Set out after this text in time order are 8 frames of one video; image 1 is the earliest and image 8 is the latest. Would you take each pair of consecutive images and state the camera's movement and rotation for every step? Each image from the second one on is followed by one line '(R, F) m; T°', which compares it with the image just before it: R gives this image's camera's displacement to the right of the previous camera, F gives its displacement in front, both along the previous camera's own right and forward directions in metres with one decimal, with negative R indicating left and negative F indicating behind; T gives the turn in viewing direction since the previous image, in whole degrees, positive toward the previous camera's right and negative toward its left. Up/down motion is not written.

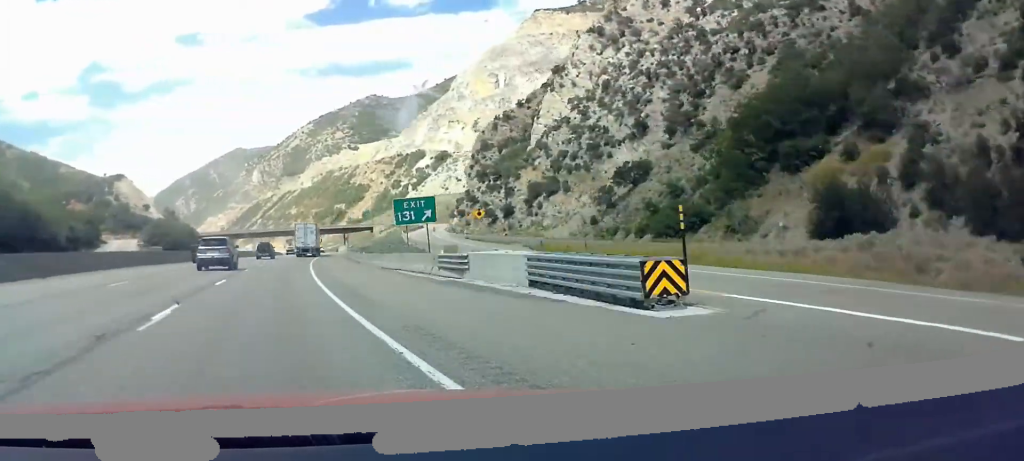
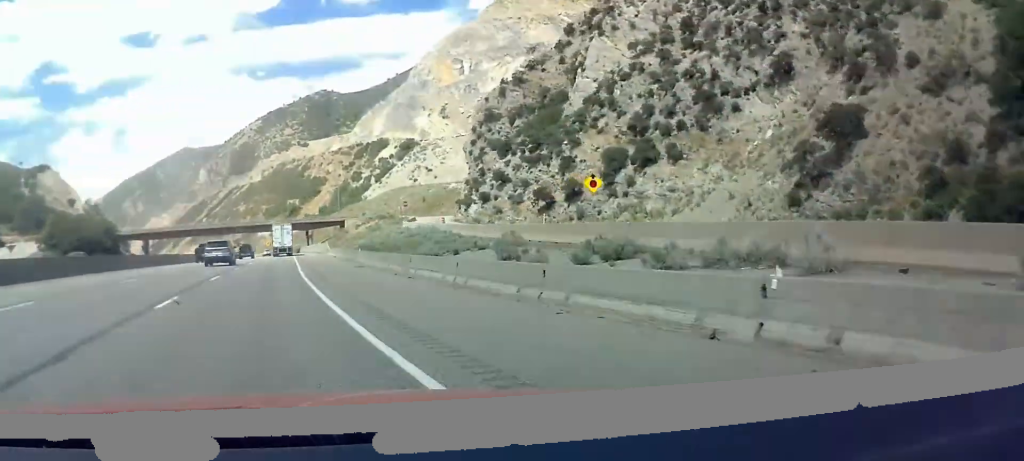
(+0.8, +45.9) m; +2°
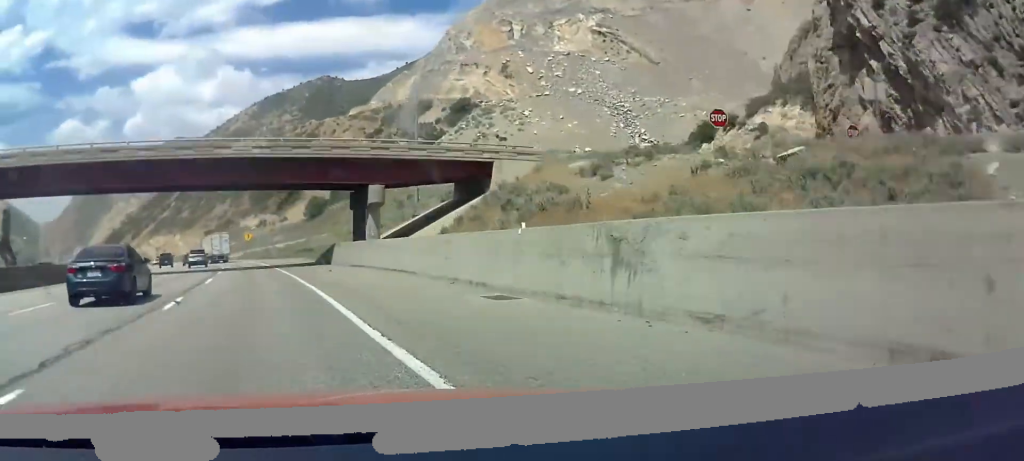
(+2.8, +109.7) m; -2°
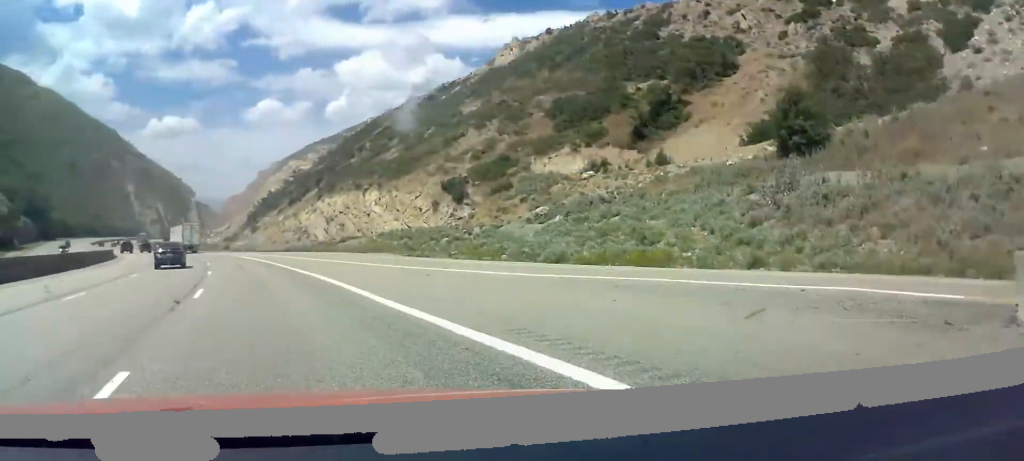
(-18.5, +147.5) m; -15°
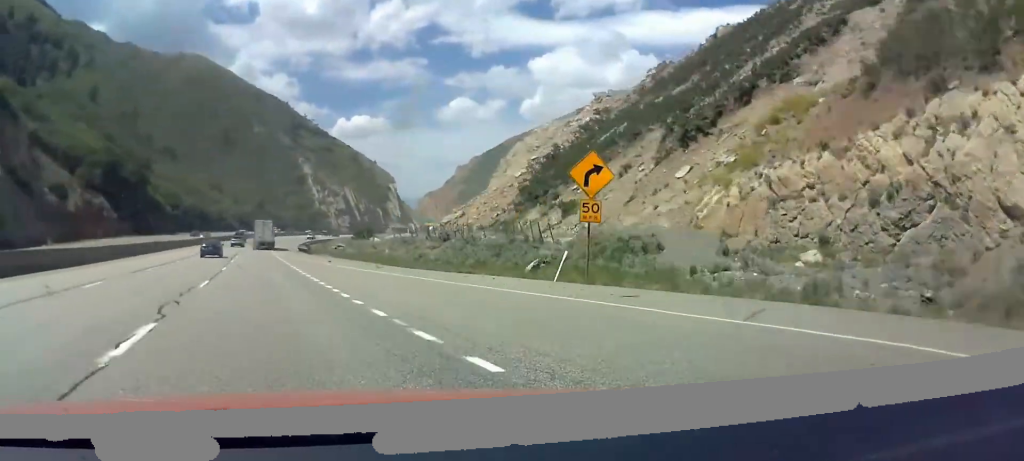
(-15.2, +121.6) m; -9°
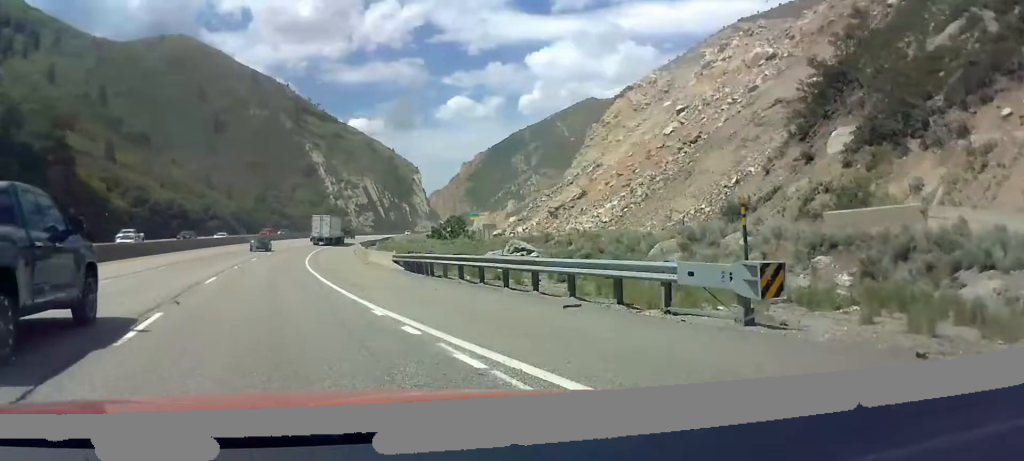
(-3.0, +73.4) m; +1°
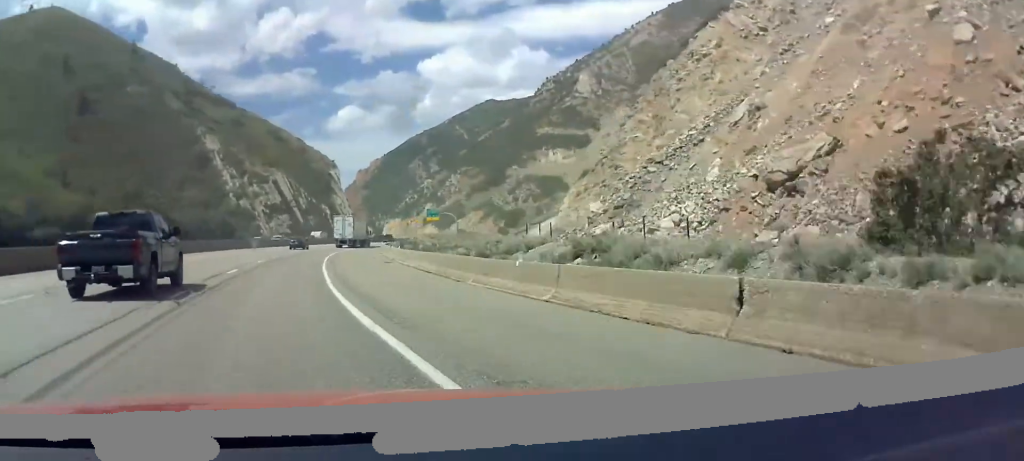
(+1.8, +79.3) m; +7°
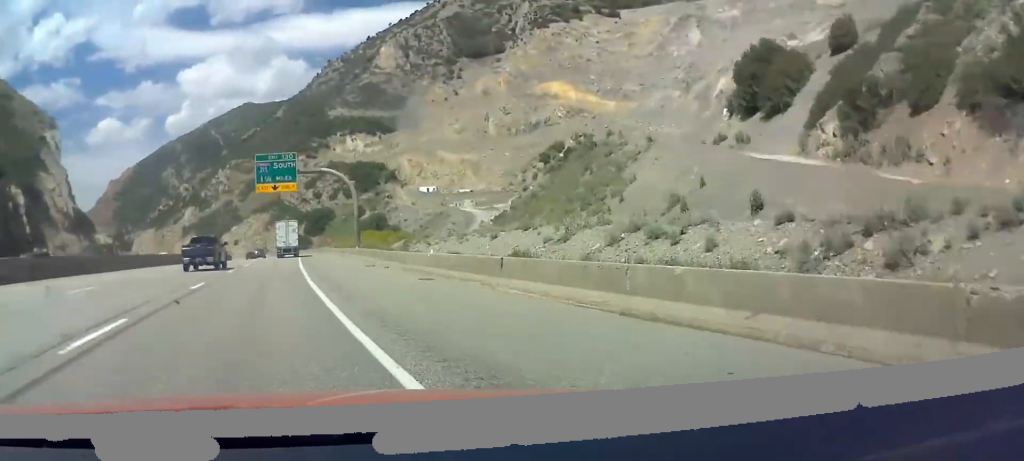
(+21.1, +137.0) m; +13°
